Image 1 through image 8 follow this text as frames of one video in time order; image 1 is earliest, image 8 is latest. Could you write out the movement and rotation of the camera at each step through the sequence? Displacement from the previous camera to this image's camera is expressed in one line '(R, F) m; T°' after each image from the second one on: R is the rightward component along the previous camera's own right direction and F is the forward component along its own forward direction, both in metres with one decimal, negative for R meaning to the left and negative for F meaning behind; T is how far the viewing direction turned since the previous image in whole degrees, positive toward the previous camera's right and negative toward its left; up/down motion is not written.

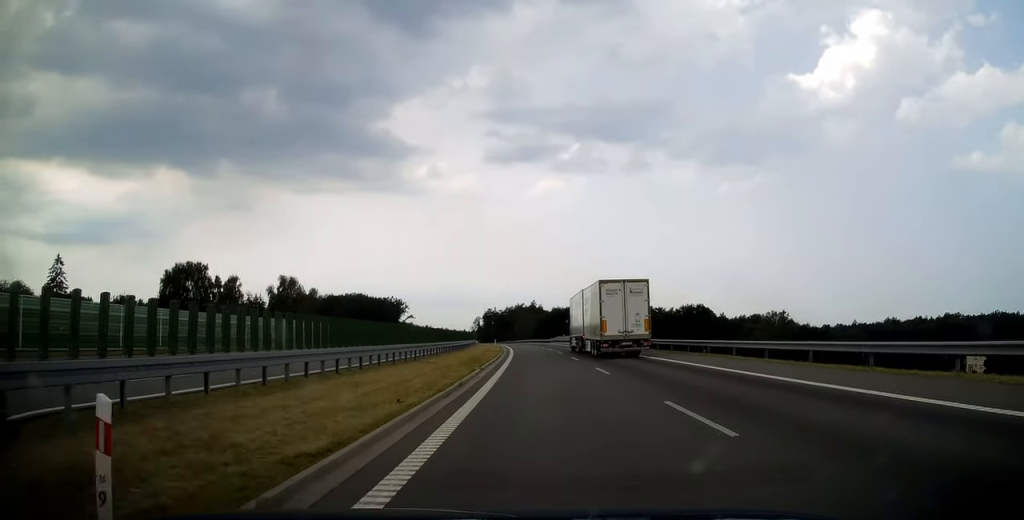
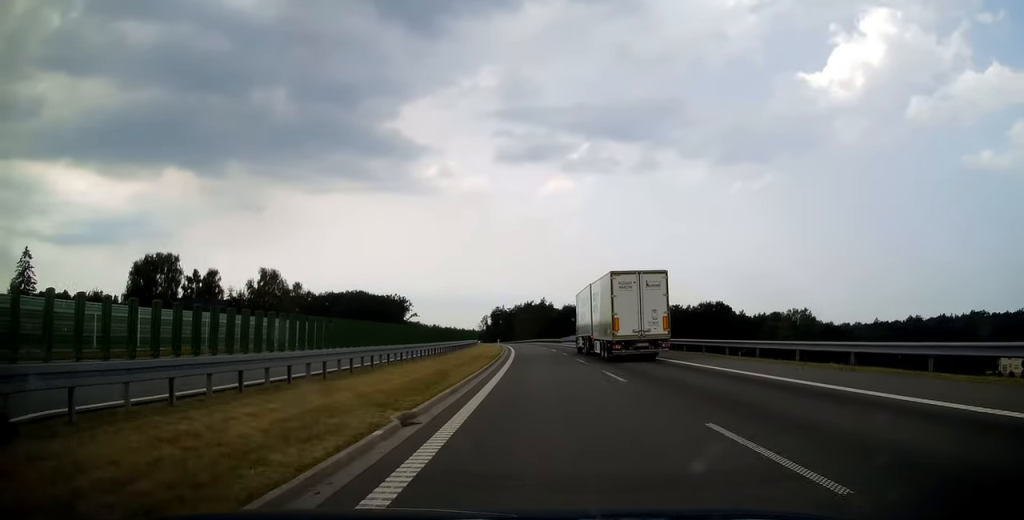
(+0.1, +14.7) m; -1°
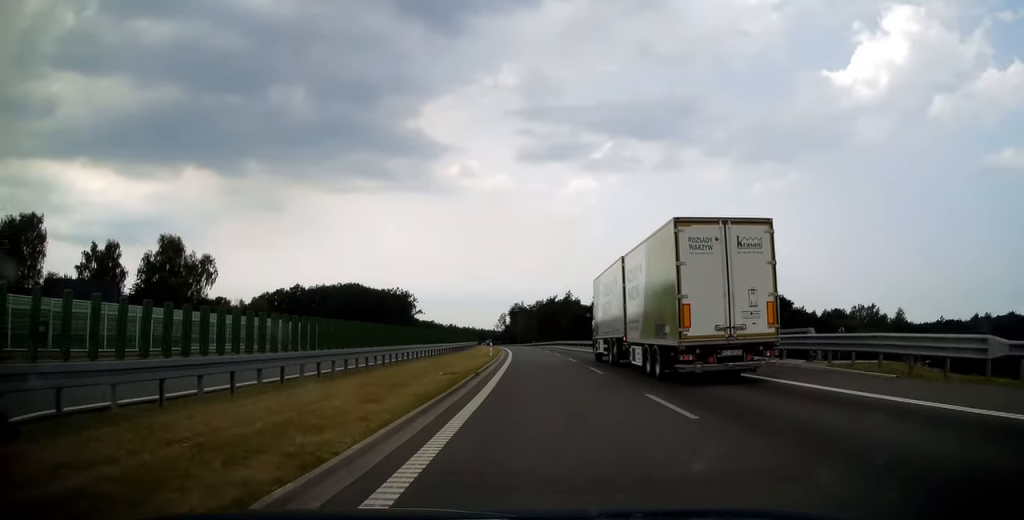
(-1.1, +43.1) m; -2°
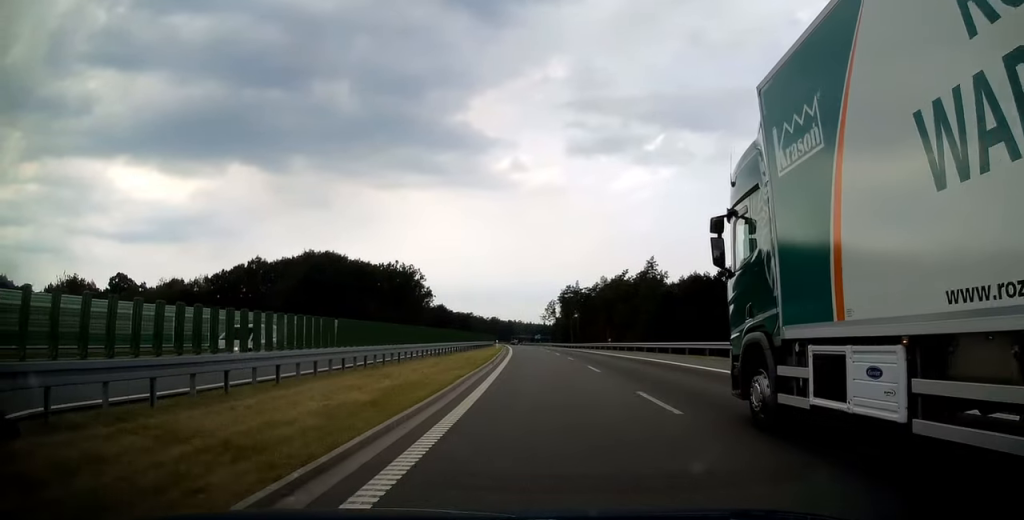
(-3.5, +83.1) m; -5°
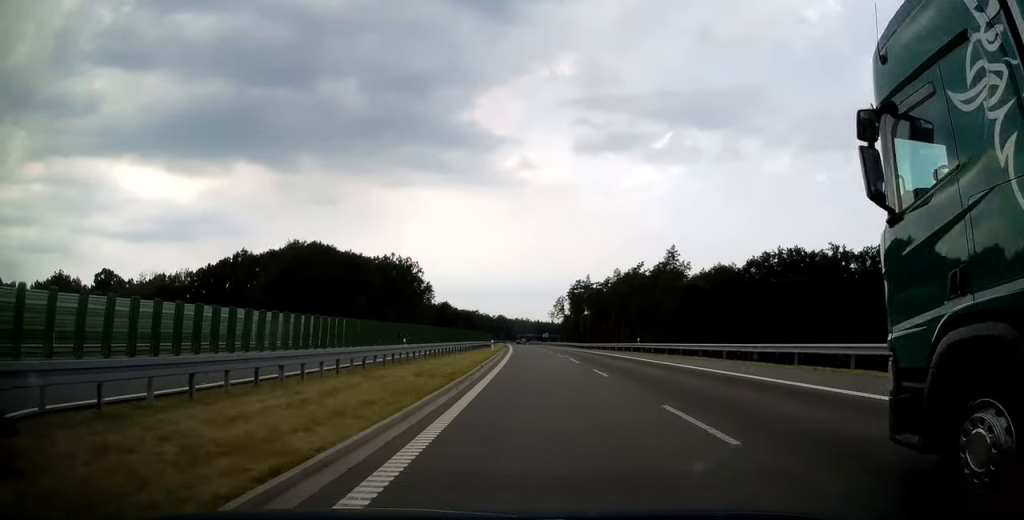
(-0.2, +14.8) m; -1°
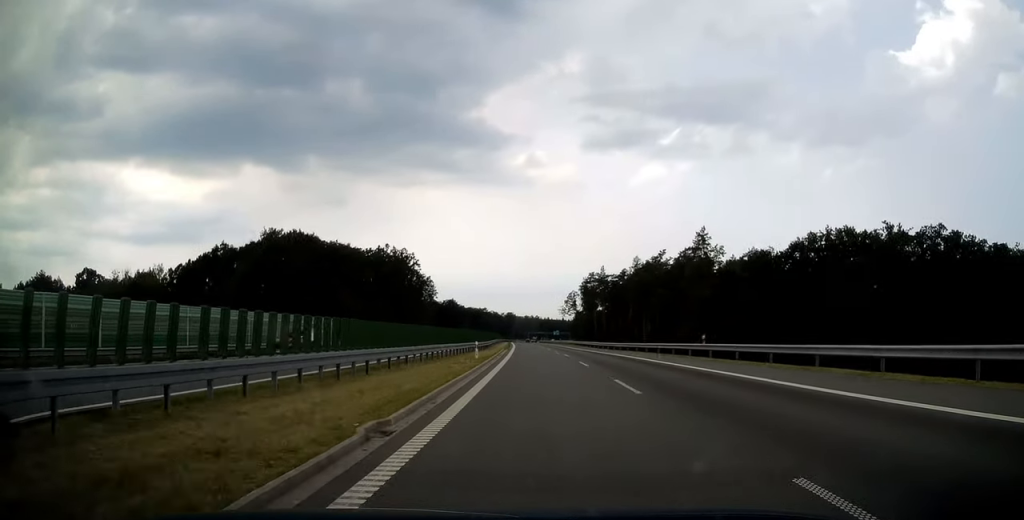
(-0.1, +17.6) m; -1°
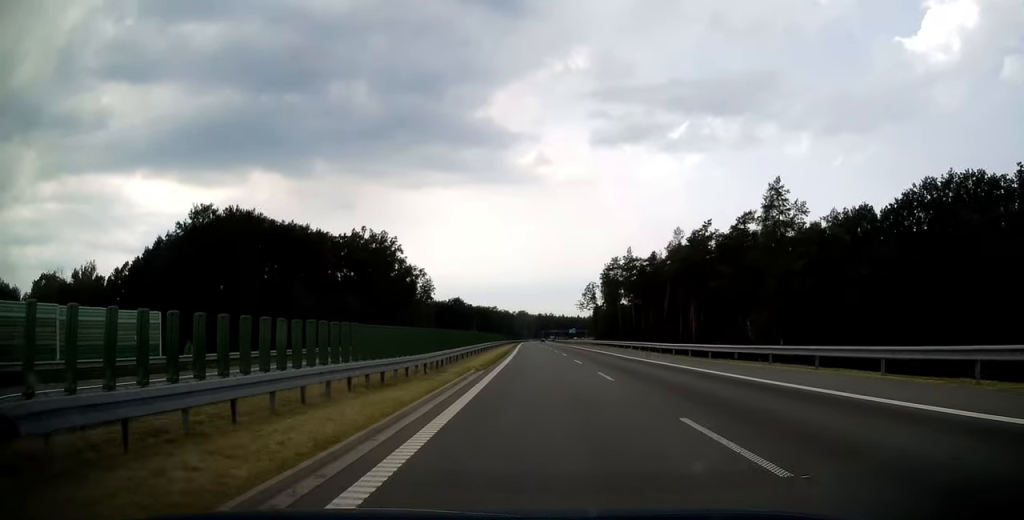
(-0.4, +31.8) m; -1°
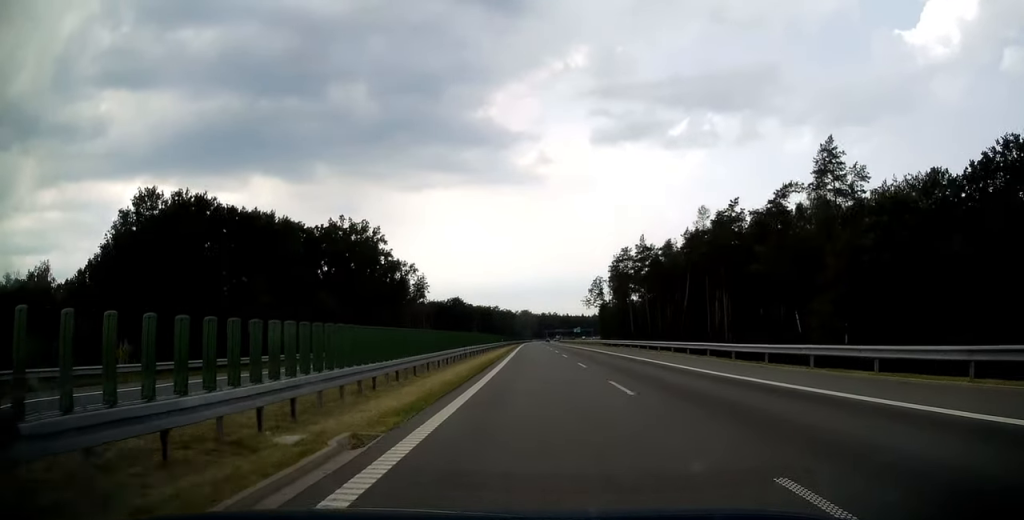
(-0.1, +15.9) m; -1°
